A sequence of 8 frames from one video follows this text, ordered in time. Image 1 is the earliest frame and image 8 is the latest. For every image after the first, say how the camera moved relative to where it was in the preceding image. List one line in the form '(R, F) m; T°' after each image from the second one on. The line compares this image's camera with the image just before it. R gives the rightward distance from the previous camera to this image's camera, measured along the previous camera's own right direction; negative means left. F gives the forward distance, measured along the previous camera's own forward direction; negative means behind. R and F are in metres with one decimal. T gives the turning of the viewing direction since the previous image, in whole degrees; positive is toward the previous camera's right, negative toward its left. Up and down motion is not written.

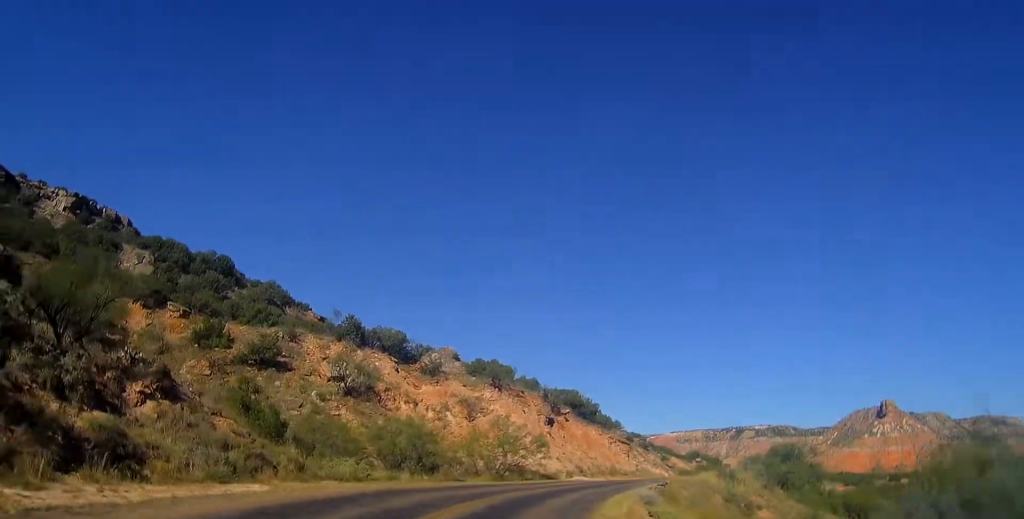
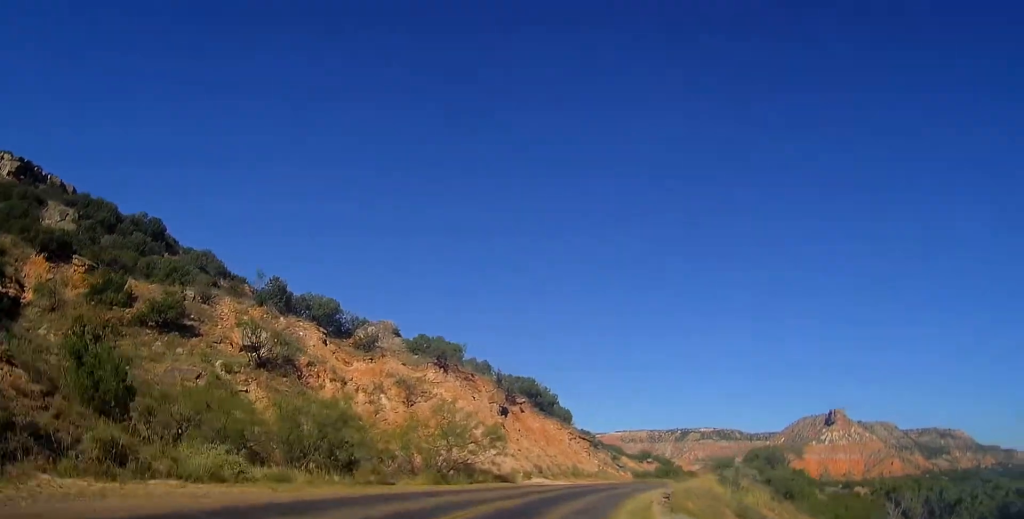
(+0.3, +9.3) m; +6°
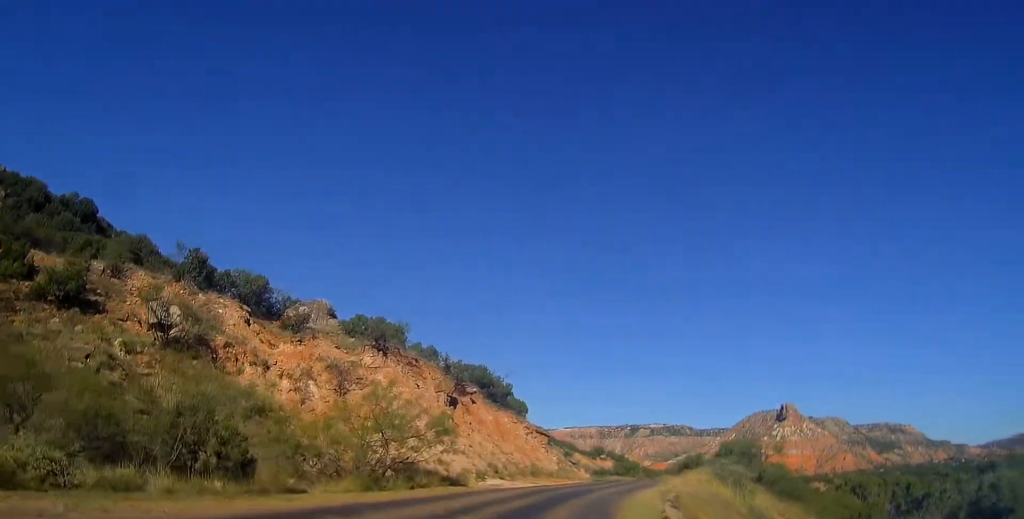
(+0.4, +6.3) m; +4°
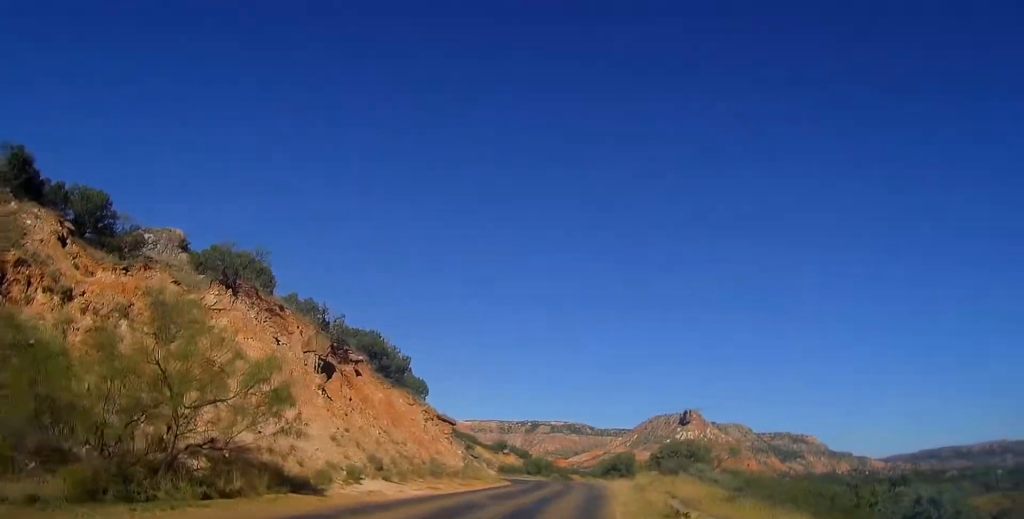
(+0.8, +11.8) m; +8°
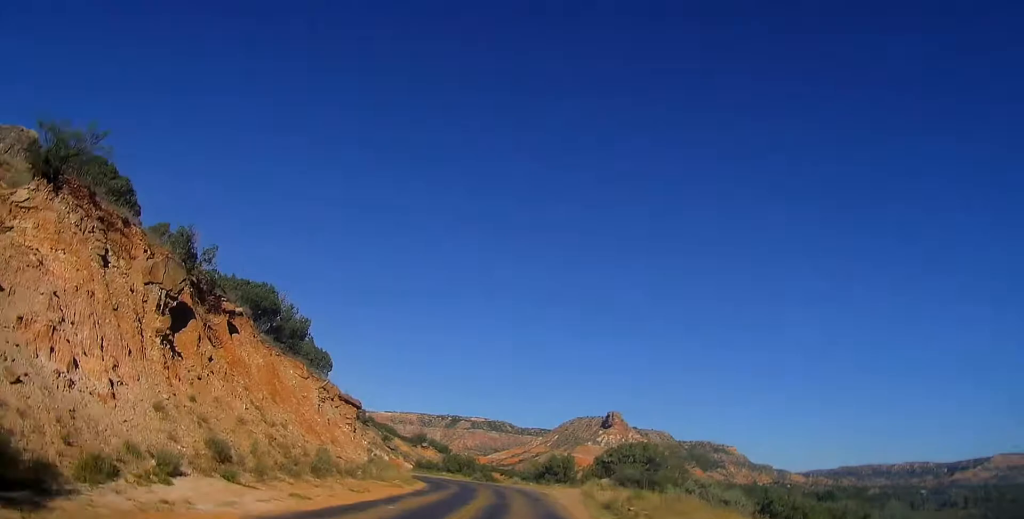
(+0.4, +8.8) m; +6°
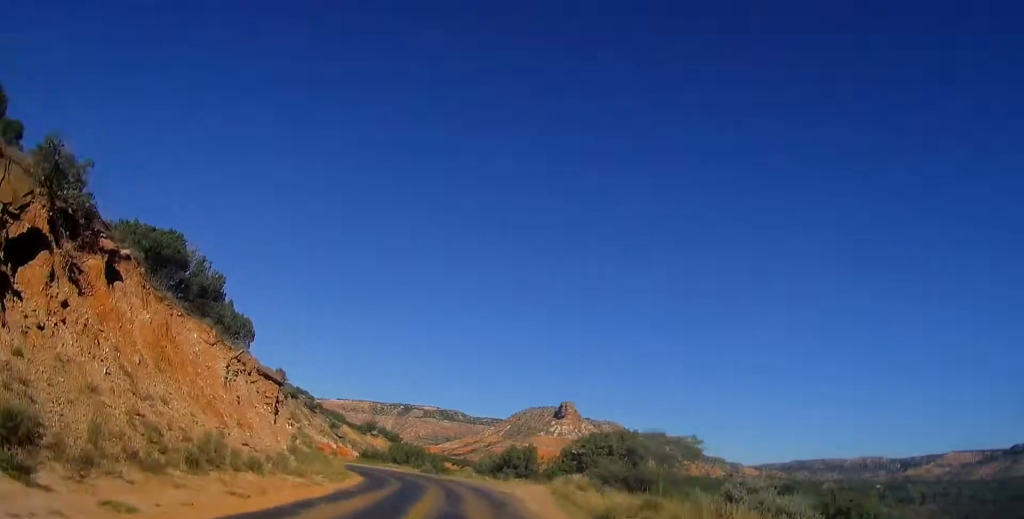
(+0.3, +6.7) m; +4°
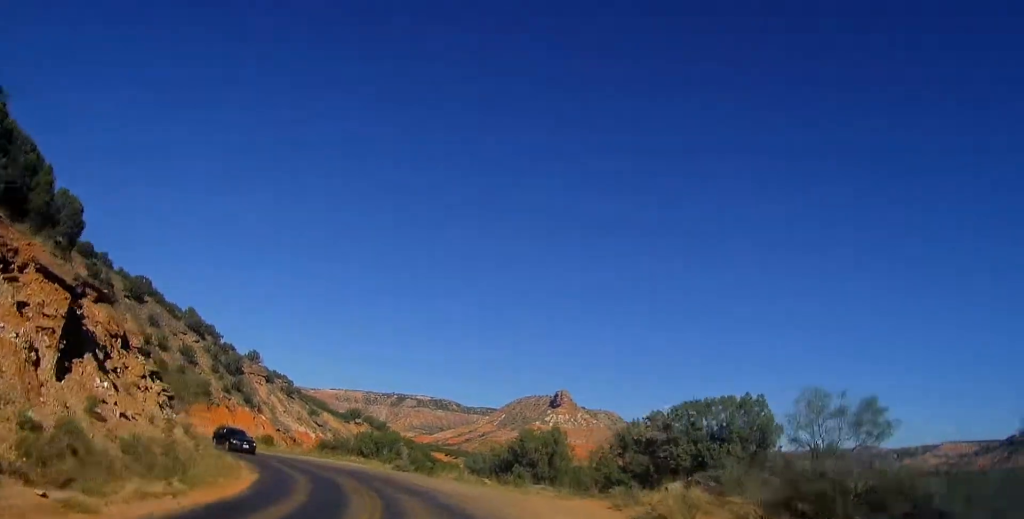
(+1.2, +16.8) m; +4°
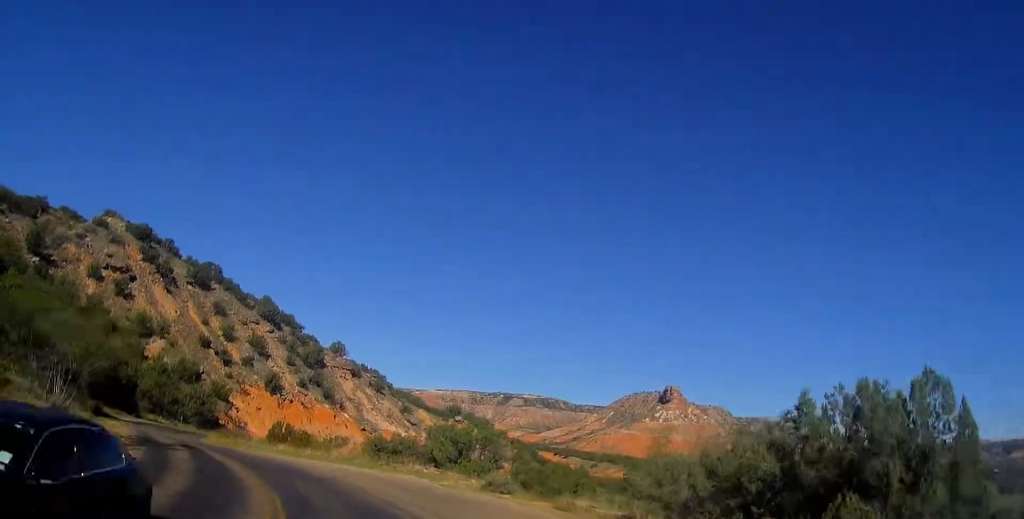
(-1.8, +18.7) m; -14°
